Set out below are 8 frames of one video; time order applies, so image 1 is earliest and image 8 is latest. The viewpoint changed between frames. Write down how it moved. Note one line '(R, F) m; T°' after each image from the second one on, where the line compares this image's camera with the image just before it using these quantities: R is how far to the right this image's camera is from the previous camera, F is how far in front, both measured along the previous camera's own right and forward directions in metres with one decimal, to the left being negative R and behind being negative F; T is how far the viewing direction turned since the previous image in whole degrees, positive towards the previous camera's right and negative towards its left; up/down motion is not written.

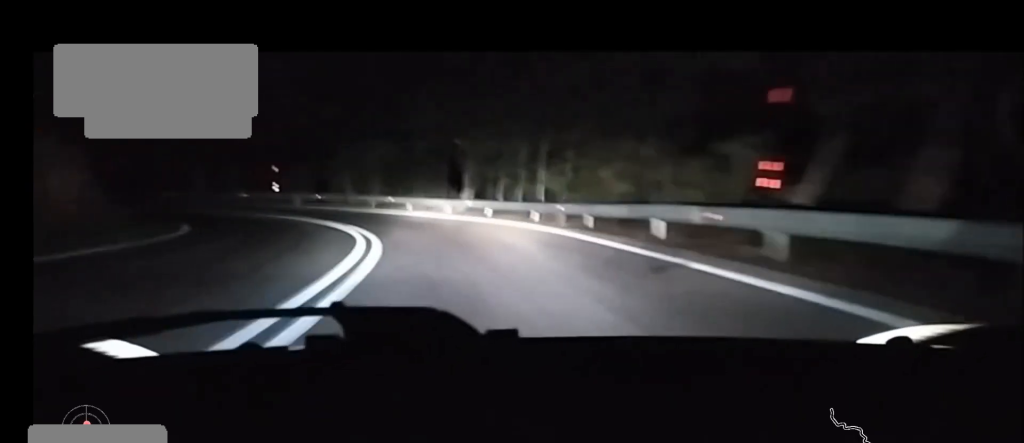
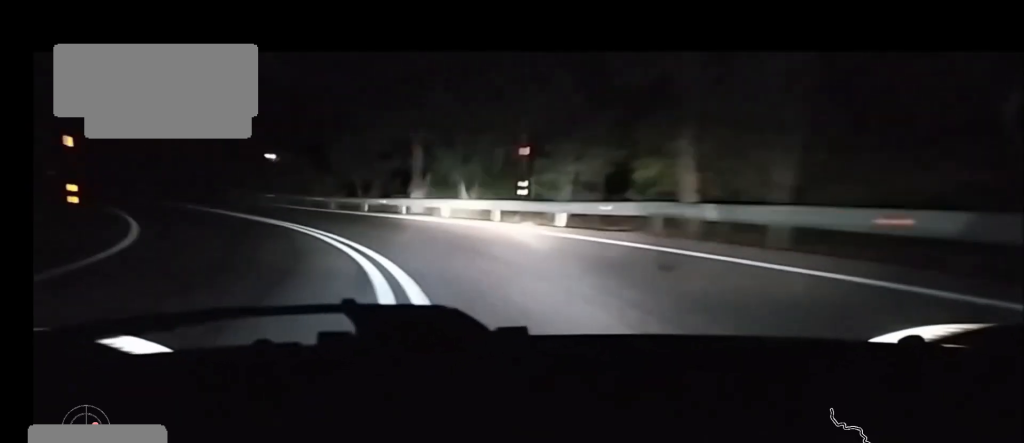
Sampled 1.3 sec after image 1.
(-2.1, +29.0) m; -21°
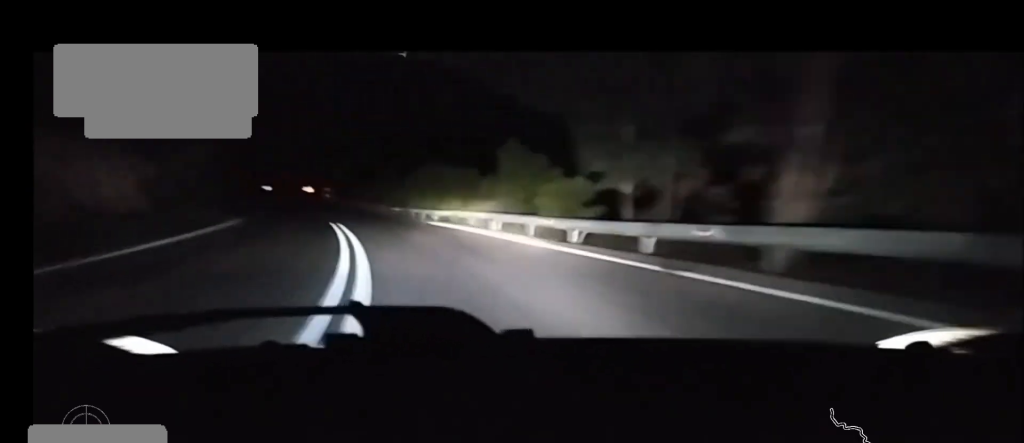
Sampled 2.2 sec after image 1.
(-5.4, +20.6) m; -21°
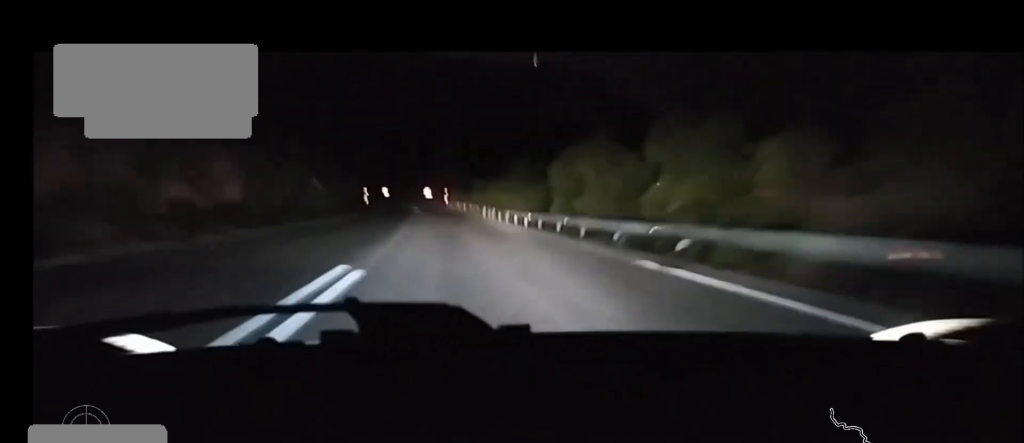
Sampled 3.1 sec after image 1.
(-2.6, +20.2) m; -9°
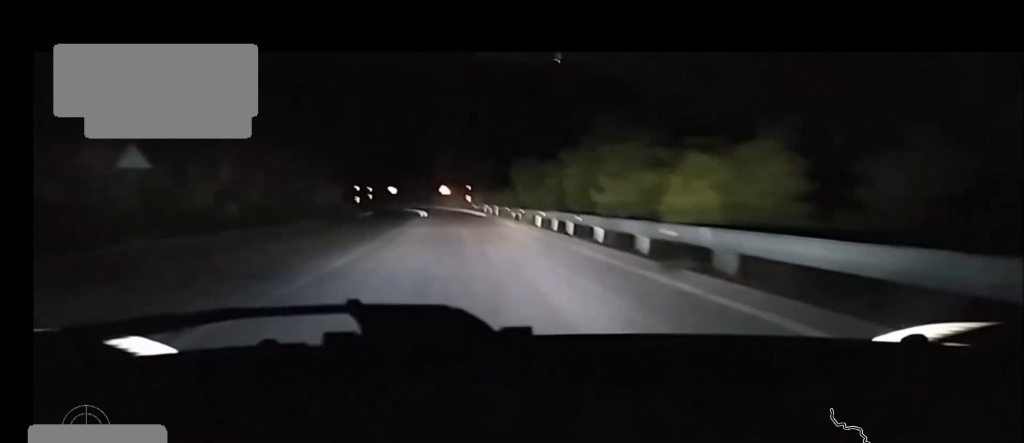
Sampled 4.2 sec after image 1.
(-1.3, +26.8) m; -4°
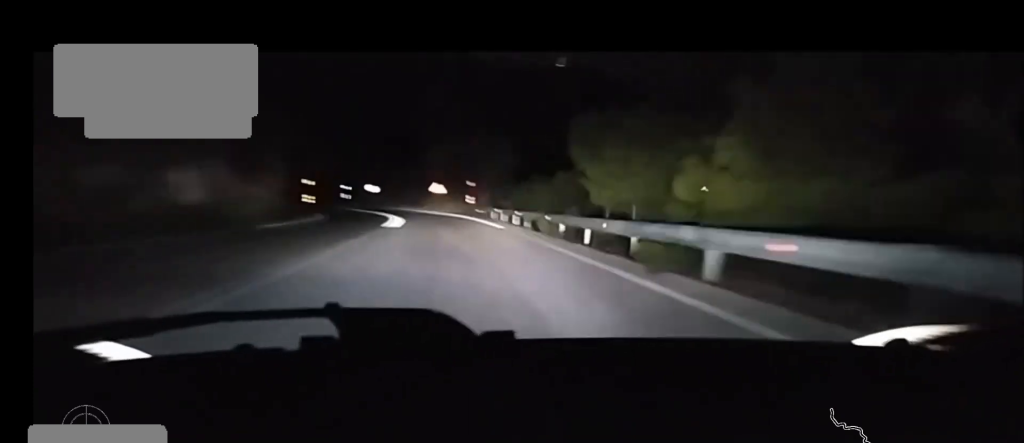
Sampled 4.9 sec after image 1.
(-0.4, +19.5) m; -2°
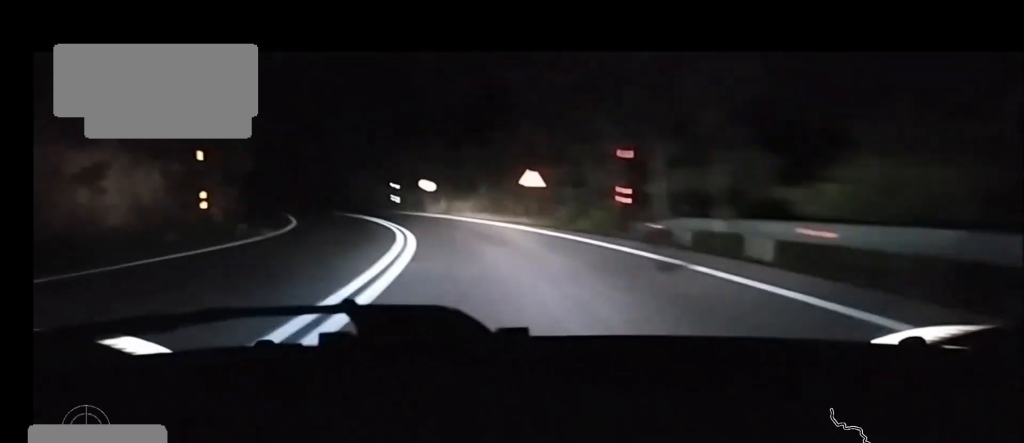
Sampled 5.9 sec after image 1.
(-0.9, +28.4) m; -5°
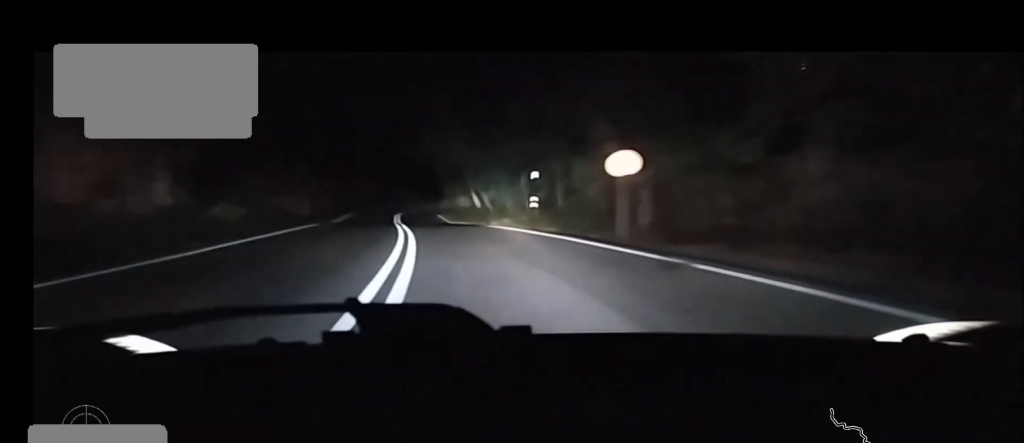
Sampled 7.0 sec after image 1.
(-1.6, +30.8) m; -7°
